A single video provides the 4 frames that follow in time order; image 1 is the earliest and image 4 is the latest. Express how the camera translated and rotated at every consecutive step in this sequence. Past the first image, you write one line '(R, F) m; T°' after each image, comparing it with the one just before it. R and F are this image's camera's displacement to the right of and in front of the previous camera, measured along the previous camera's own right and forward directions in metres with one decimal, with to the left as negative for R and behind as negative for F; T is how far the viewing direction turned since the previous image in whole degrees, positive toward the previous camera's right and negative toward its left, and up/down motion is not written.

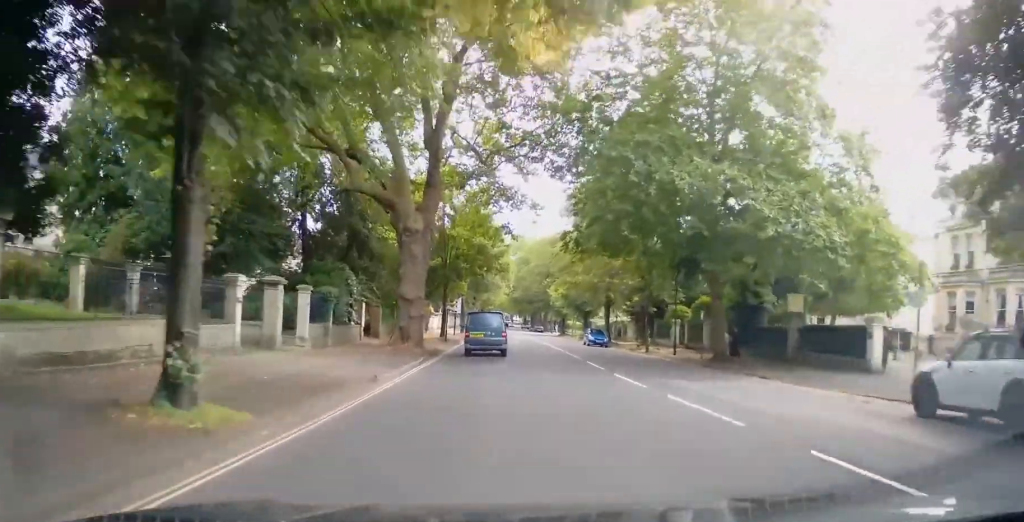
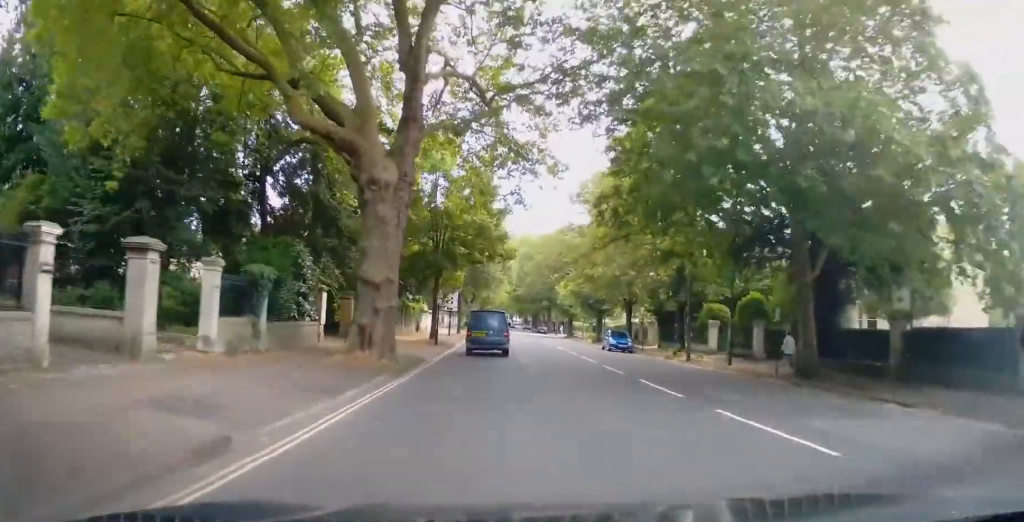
(-0.2, +8.1) m; -1°
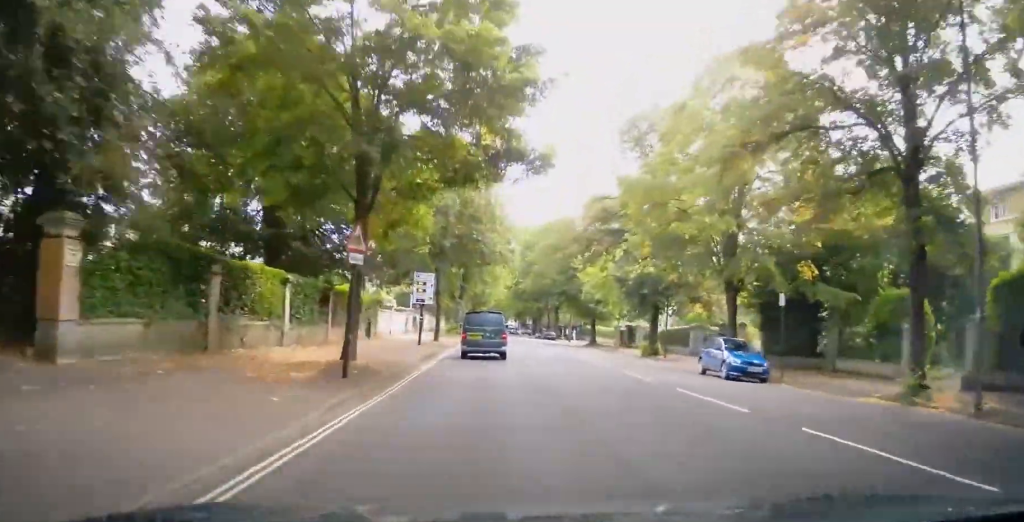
(+0.6, +21.8) m; +3°
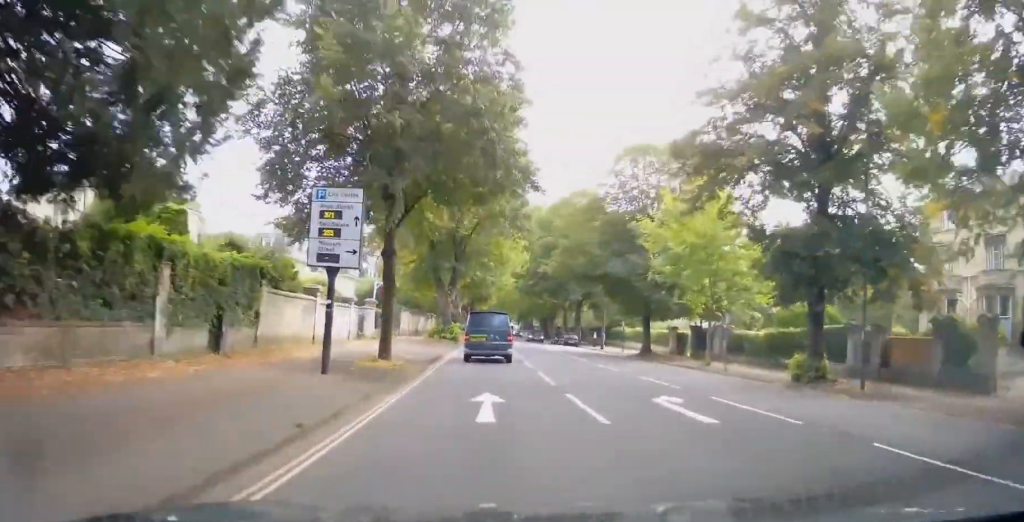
(-0.6, +20.2) m; -3°
